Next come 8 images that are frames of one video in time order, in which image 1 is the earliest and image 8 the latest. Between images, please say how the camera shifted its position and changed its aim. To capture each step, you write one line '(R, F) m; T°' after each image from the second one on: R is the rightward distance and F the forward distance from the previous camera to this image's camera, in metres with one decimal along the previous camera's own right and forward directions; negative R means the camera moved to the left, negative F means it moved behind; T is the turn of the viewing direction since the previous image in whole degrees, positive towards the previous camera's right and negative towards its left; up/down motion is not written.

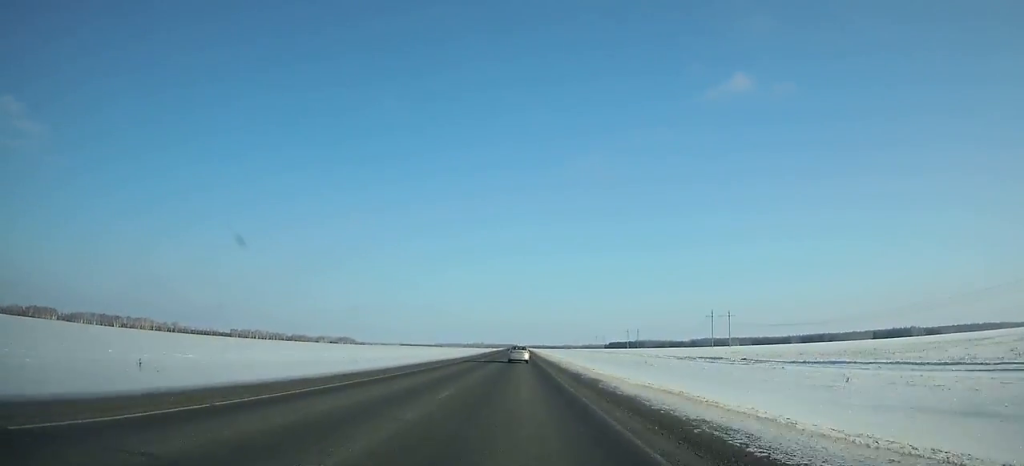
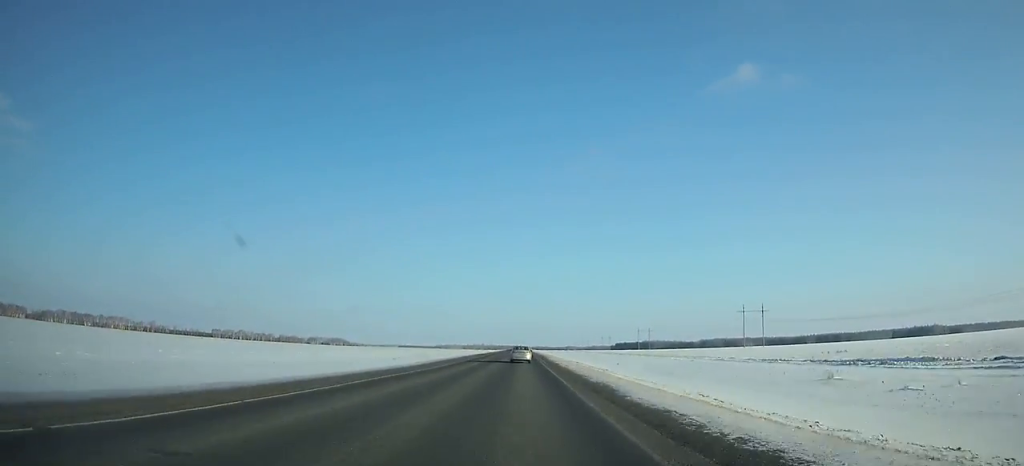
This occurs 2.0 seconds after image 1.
(0.0, +59.8) m; 0°
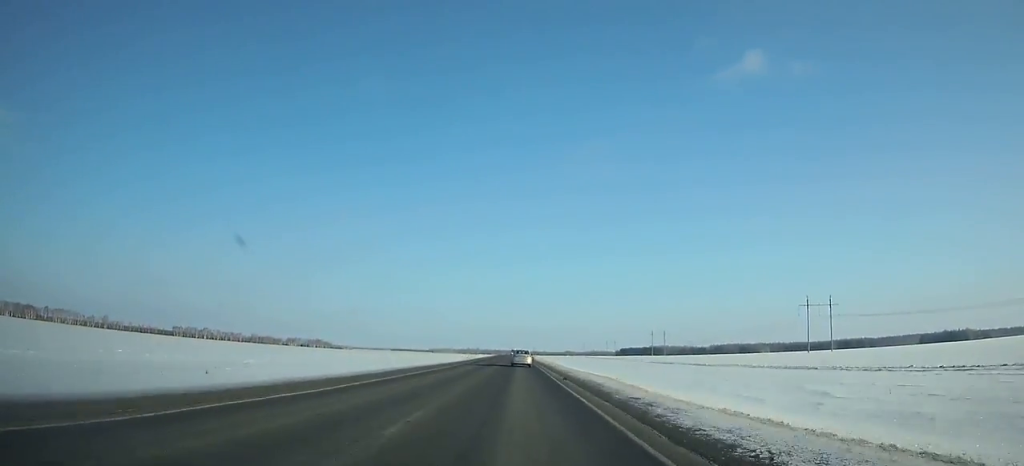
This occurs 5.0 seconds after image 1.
(+0.1, +89.6) m; 0°
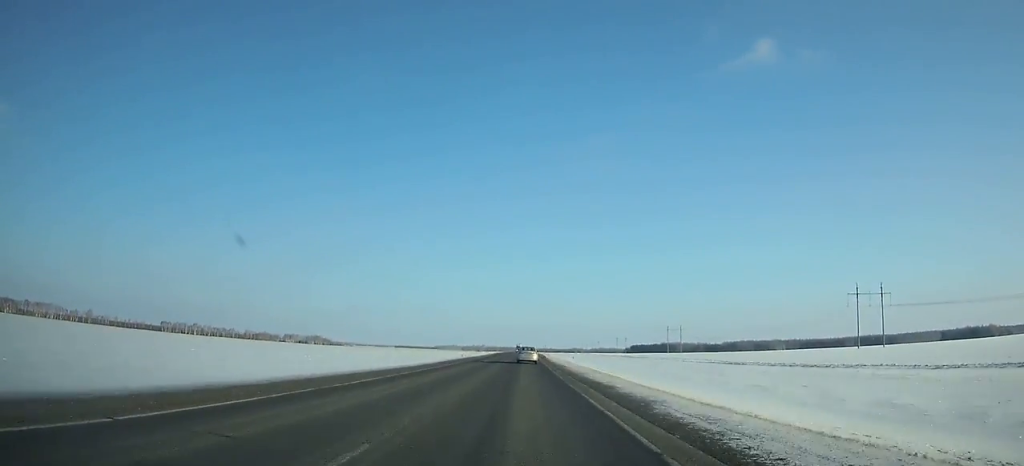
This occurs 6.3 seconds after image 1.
(0.0, +38.8) m; 0°
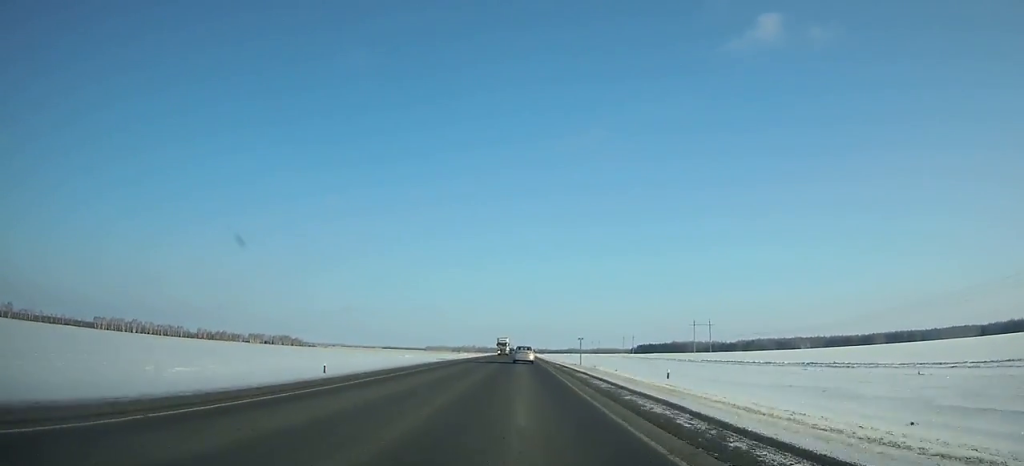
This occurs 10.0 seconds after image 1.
(+0.1, +110.1) m; 0°
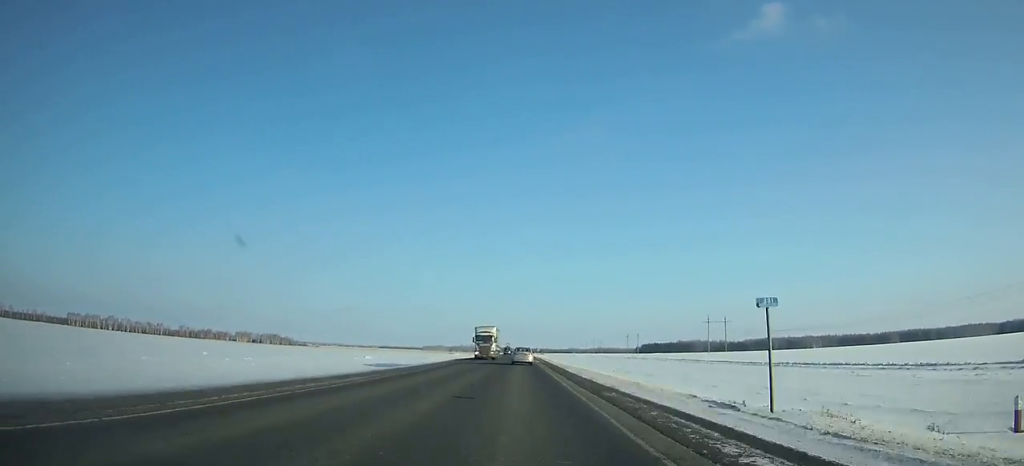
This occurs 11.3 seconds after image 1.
(0.0, +38.5) m; 0°
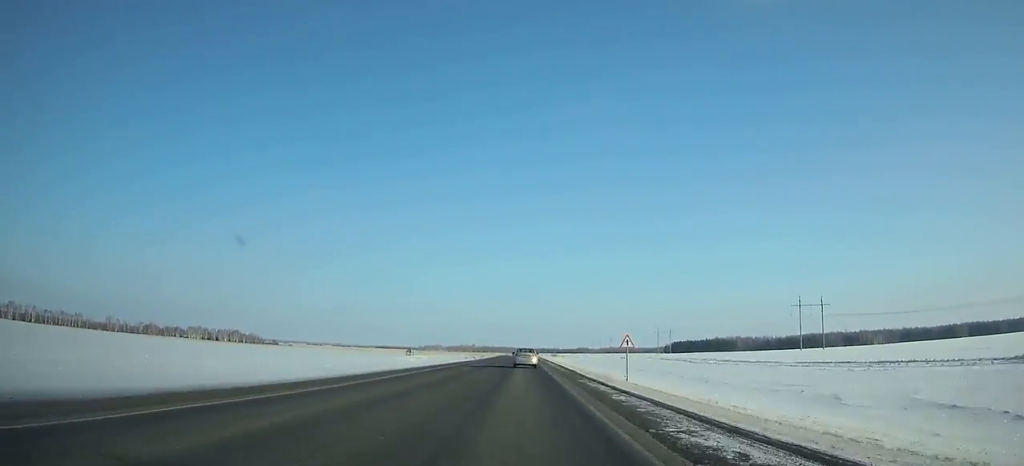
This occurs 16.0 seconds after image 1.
(-0.4, +138.0) m; 0°
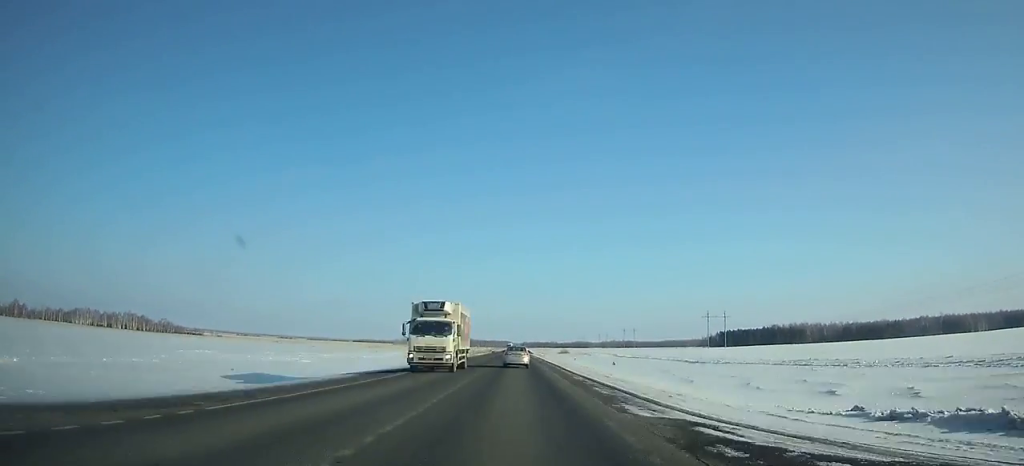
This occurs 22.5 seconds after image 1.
(+1.2, +185.7) m; 0°
